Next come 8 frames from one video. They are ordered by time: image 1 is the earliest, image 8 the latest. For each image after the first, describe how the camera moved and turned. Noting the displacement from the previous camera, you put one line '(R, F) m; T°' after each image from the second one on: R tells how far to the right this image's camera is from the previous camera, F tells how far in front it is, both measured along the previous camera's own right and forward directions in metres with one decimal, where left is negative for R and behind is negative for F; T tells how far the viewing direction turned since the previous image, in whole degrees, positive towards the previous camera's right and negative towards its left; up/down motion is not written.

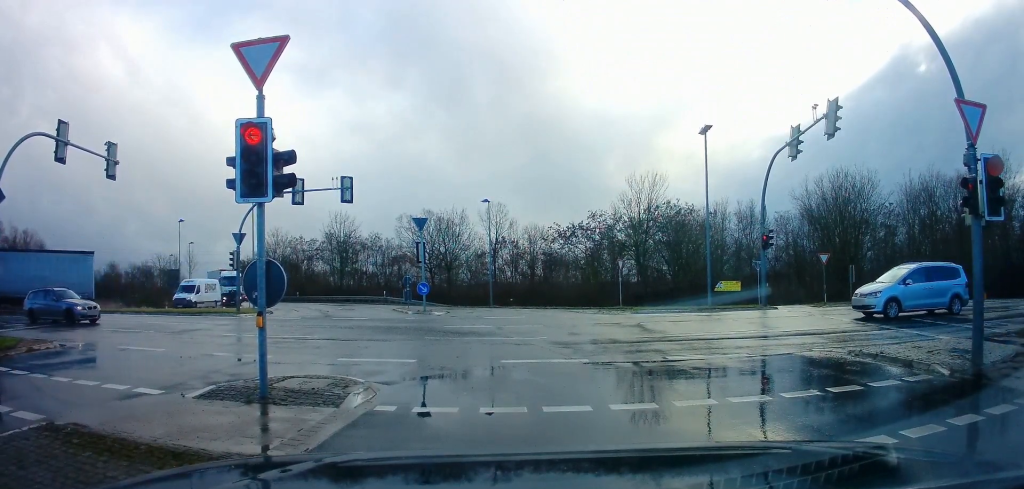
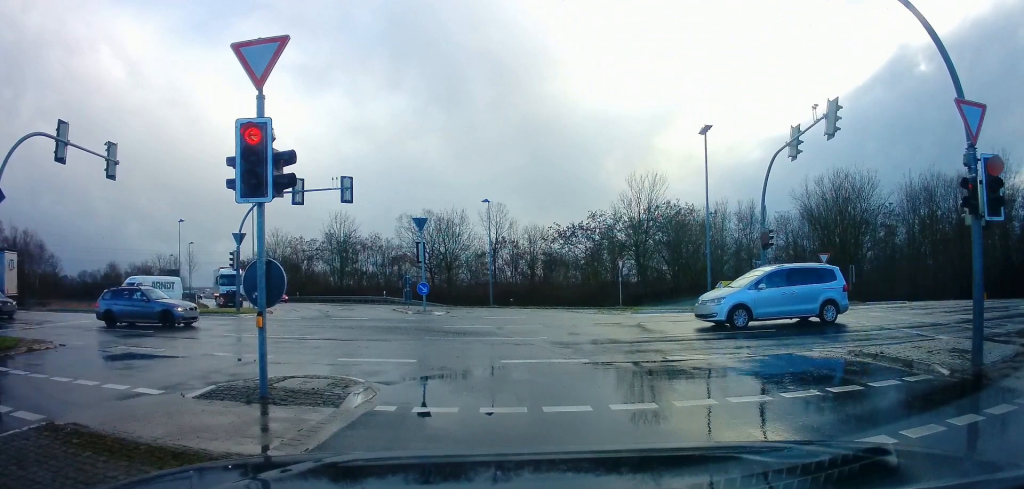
(0.0, 0.0) m; 0°
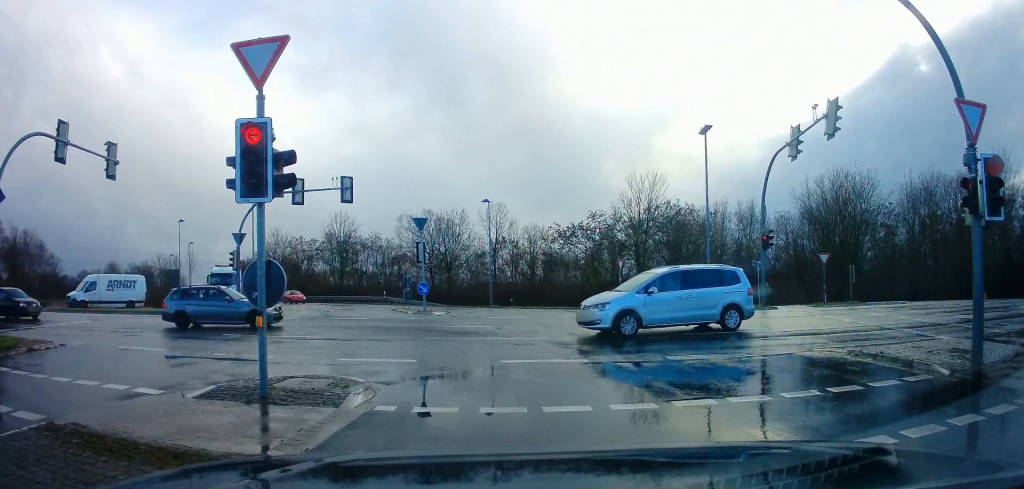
(0.0, 0.0) m; 0°
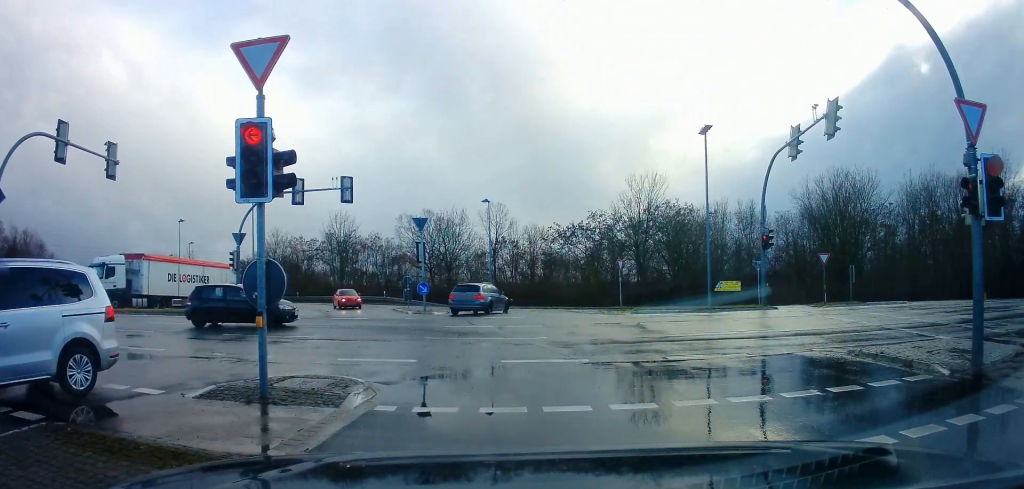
(0.0, 0.0) m; 0°
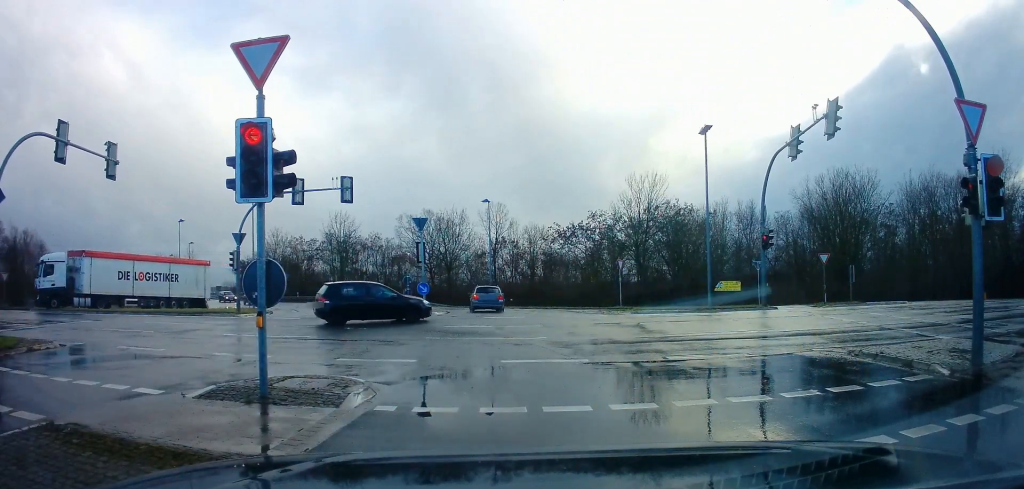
(0.0, 0.0) m; 0°
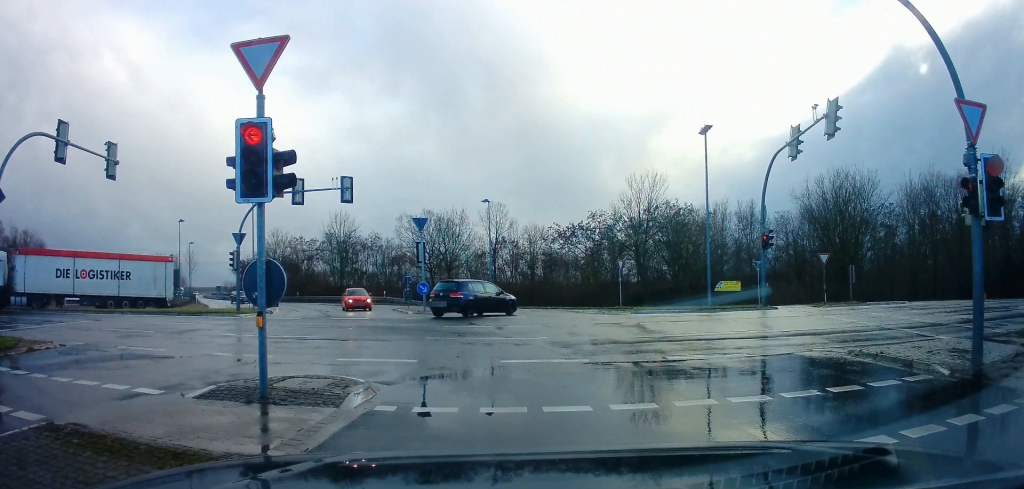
(0.0, 0.0) m; 0°
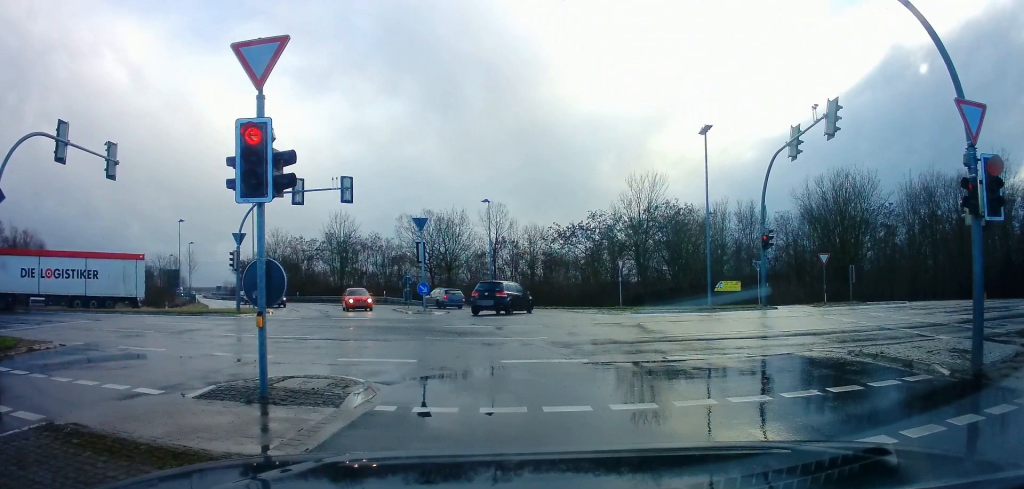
(0.0, 0.0) m; 0°
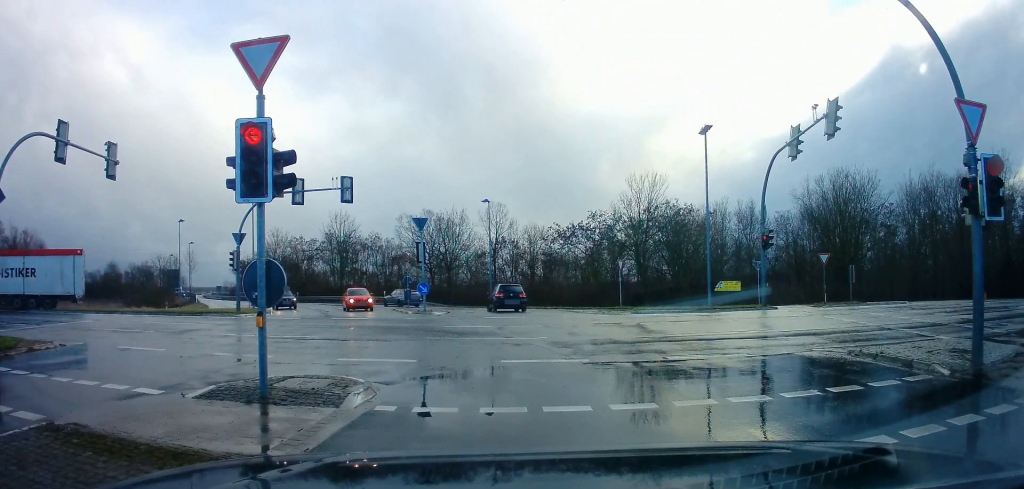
(0.0, 0.0) m; 0°
